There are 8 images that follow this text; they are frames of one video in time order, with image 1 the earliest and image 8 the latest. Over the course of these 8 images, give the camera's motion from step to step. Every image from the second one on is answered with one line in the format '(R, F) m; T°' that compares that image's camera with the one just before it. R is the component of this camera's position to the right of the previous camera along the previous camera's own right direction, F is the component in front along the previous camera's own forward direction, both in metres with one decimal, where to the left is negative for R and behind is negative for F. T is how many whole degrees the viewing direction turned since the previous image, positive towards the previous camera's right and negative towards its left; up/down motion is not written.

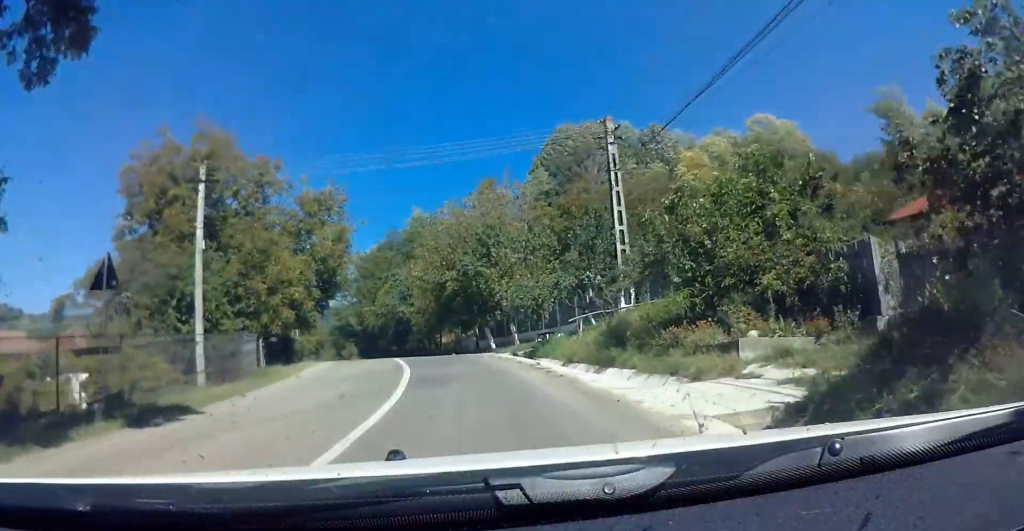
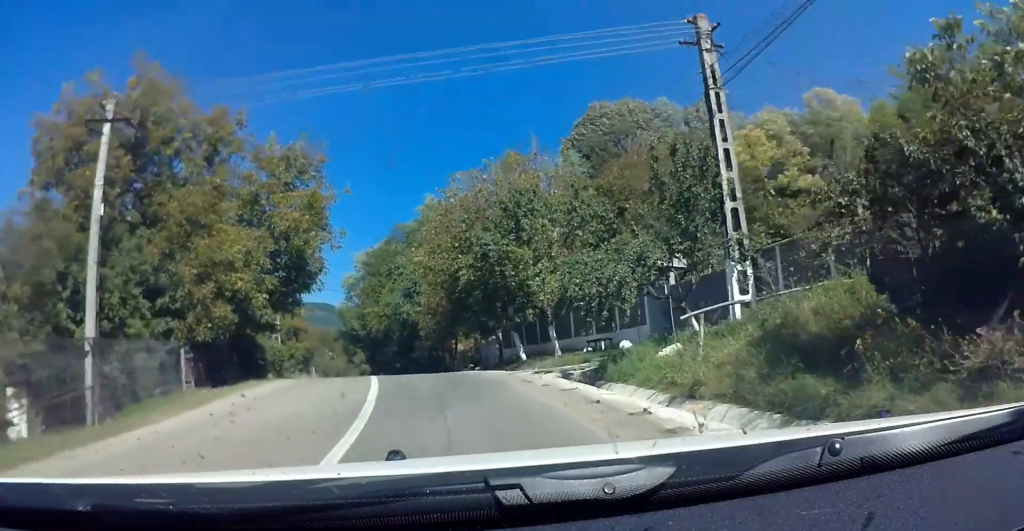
(-0.5, +9.6) m; -1°
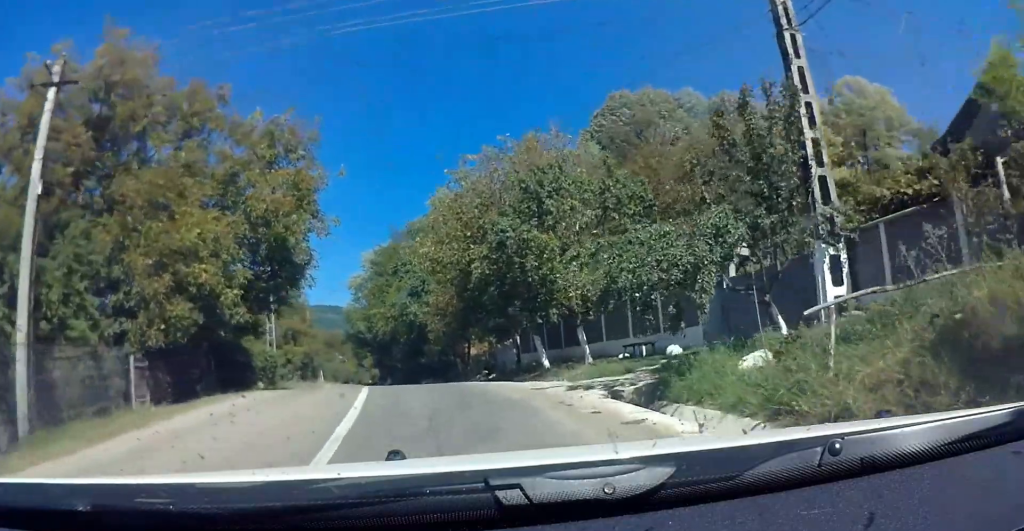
(+0.2, +3.8) m; +1°
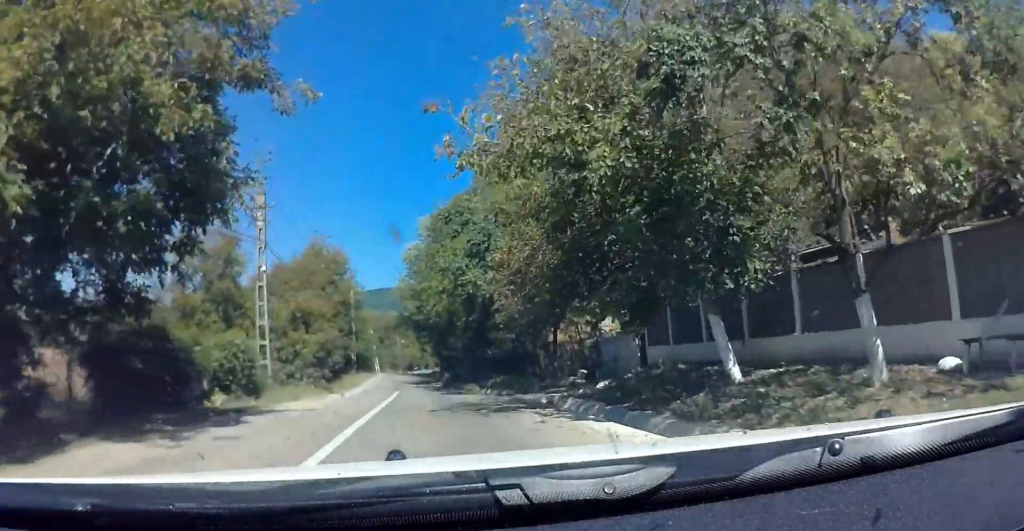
(0.0, +12.4) m; -2°
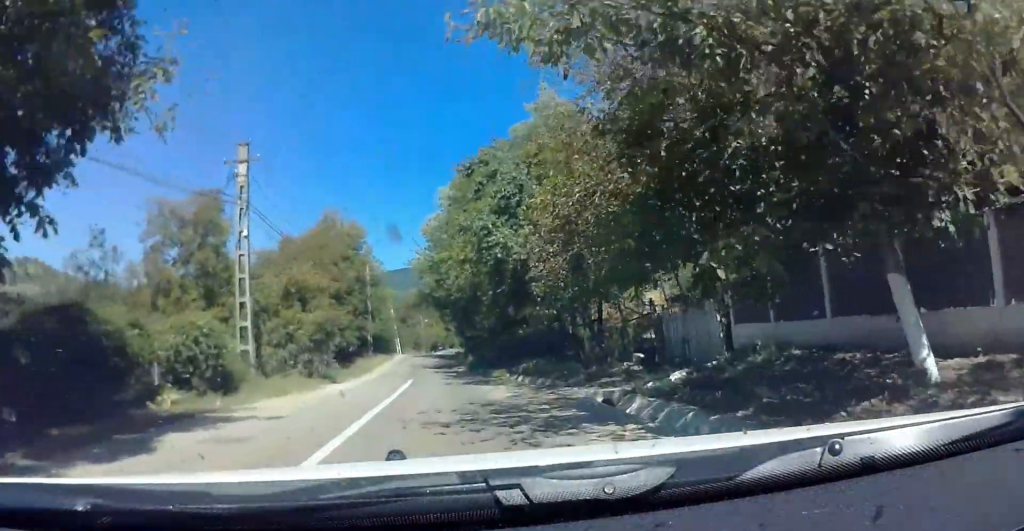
(-0.1, +4.9) m; -1°
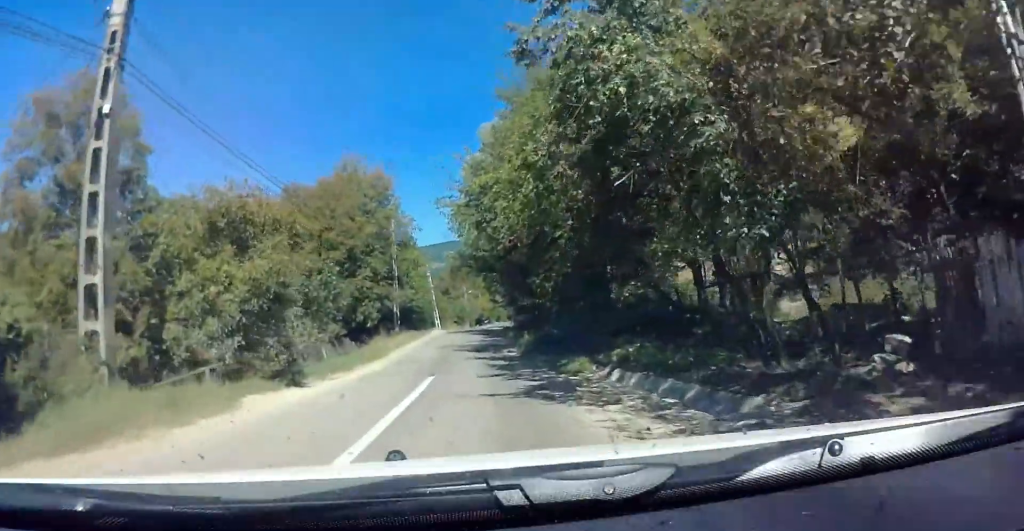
(-0.2, +11.2) m; -1°
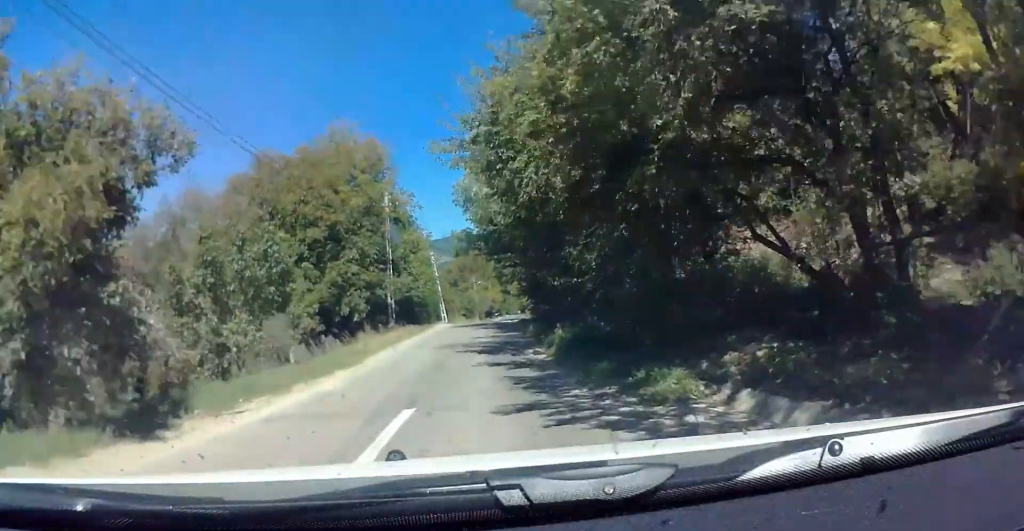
(0.0, +7.7) m; -1°
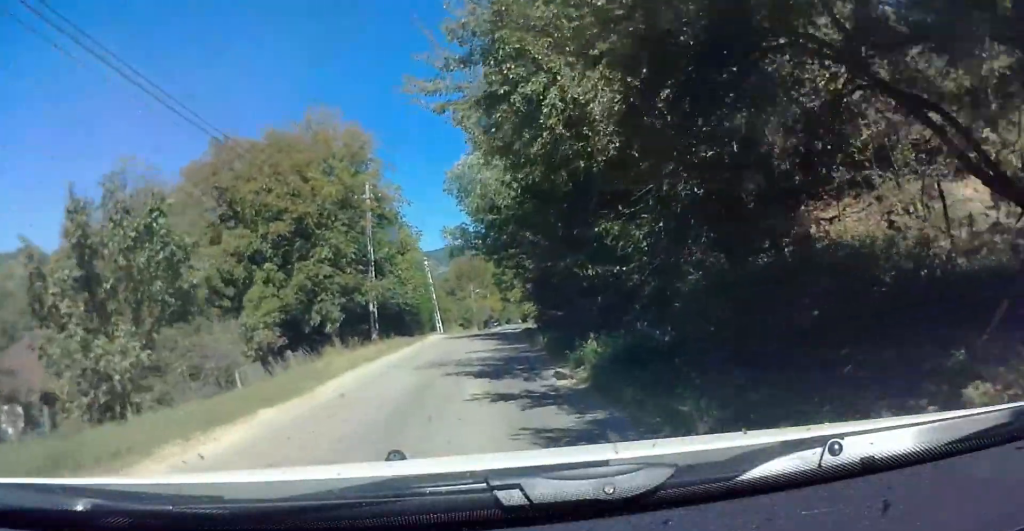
(-0.1, +5.6) m; -1°
